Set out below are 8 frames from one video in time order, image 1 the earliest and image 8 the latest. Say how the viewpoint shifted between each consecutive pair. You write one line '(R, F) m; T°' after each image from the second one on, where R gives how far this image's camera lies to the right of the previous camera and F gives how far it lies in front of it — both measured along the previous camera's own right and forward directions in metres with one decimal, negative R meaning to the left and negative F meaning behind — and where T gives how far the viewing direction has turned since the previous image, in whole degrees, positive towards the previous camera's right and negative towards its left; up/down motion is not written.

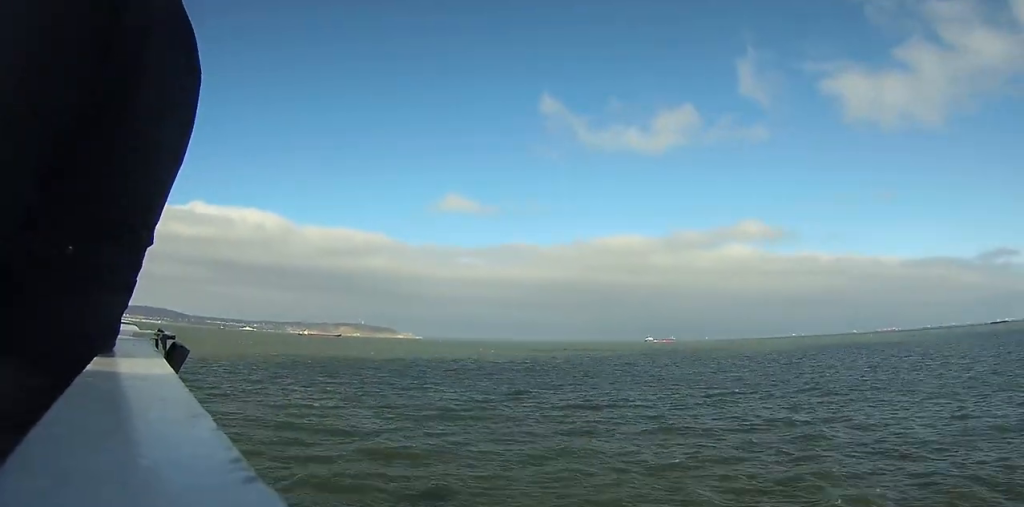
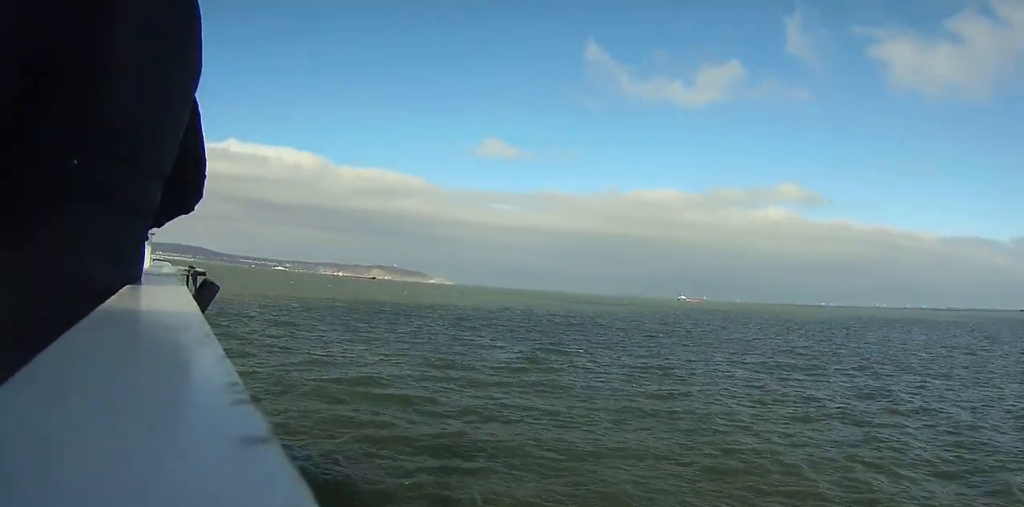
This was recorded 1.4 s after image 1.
(0.0, +5.6) m; -1°
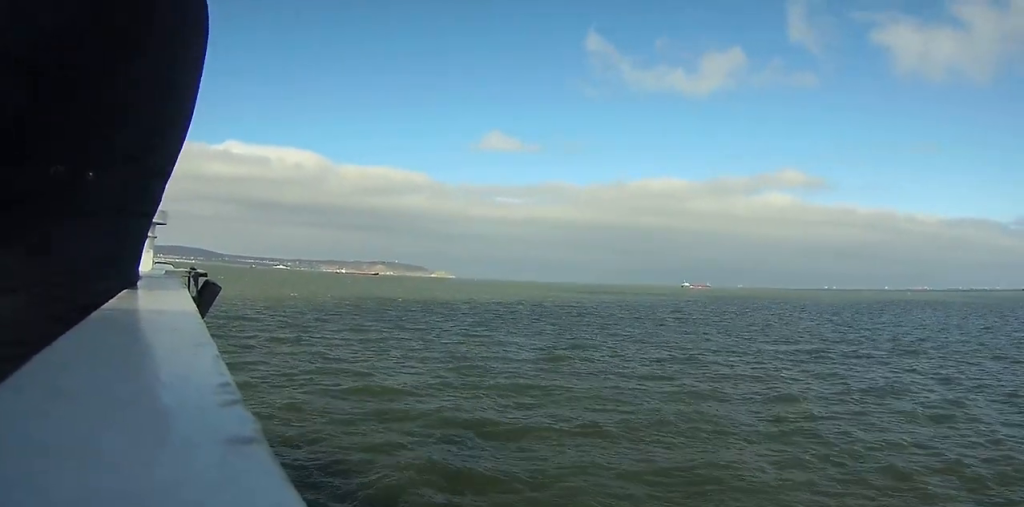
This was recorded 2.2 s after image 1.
(0.0, +3.5) m; 0°
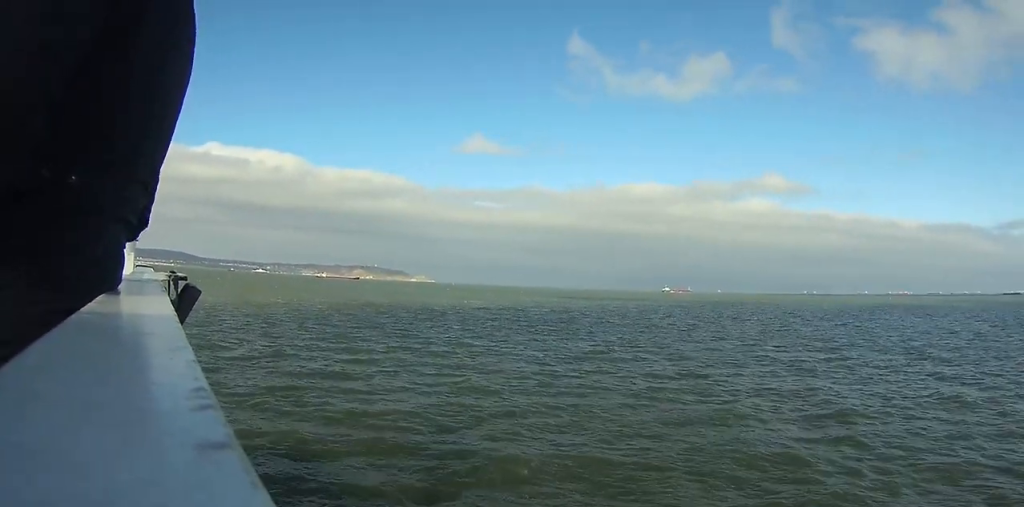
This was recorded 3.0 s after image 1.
(0.0, +3.3) m; +1°
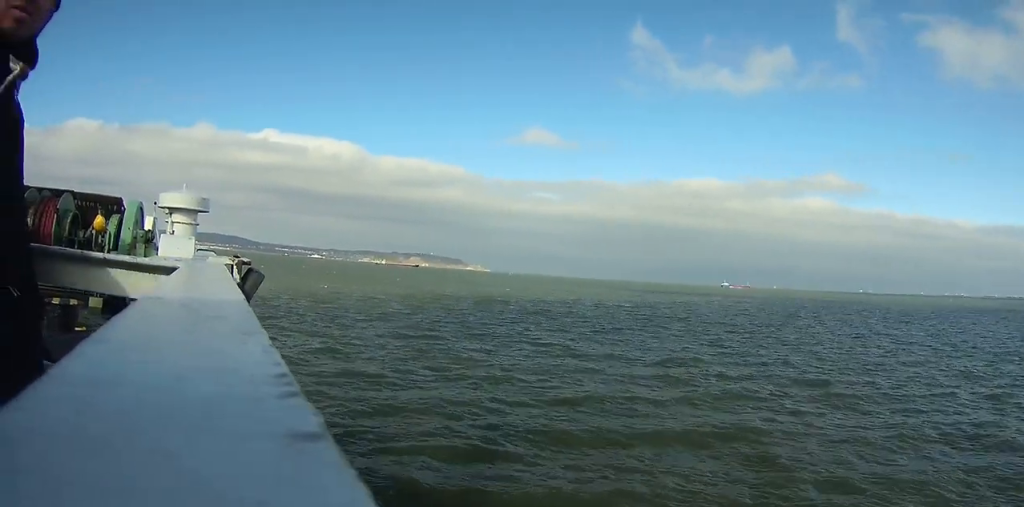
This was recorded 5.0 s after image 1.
(+0.1, +8.3) m; 0°
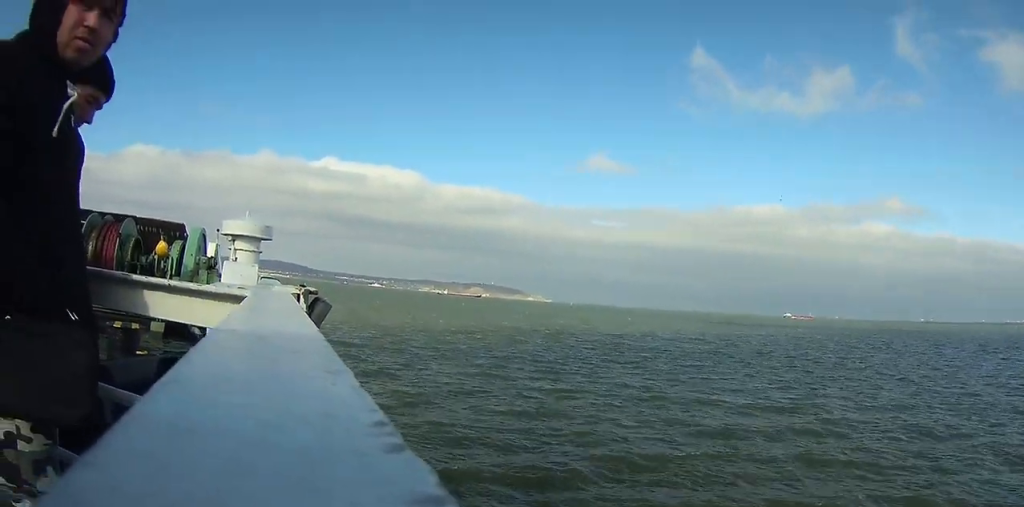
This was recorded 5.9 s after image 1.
(-0.1, +3.9) m; -1°
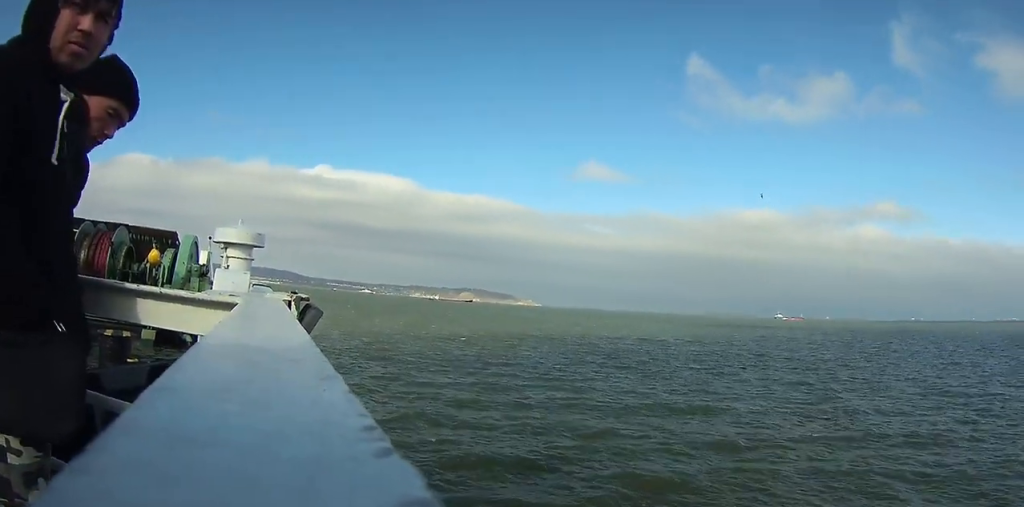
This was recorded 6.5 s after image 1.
(0.0, +2.2) m; 0°
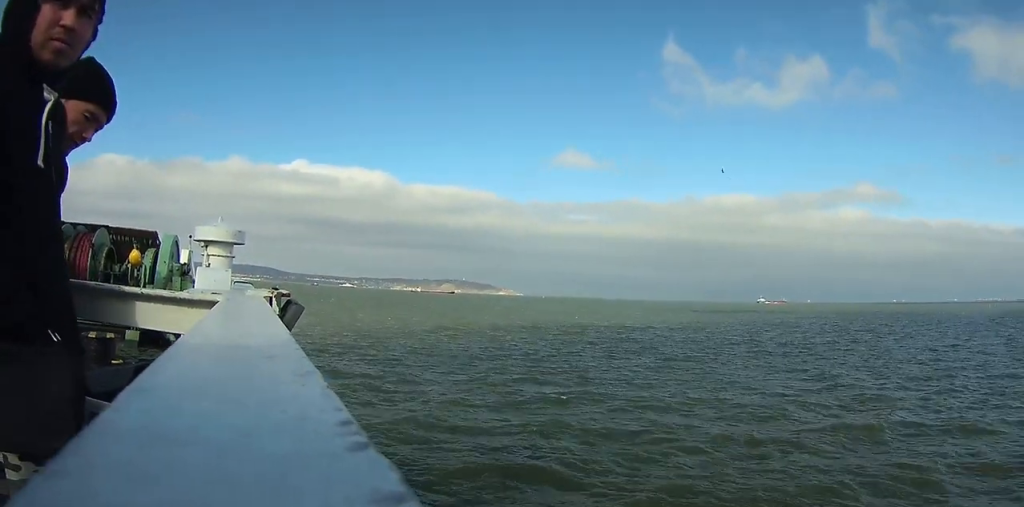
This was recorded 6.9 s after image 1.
(0.0, +2.0) m; 0°
